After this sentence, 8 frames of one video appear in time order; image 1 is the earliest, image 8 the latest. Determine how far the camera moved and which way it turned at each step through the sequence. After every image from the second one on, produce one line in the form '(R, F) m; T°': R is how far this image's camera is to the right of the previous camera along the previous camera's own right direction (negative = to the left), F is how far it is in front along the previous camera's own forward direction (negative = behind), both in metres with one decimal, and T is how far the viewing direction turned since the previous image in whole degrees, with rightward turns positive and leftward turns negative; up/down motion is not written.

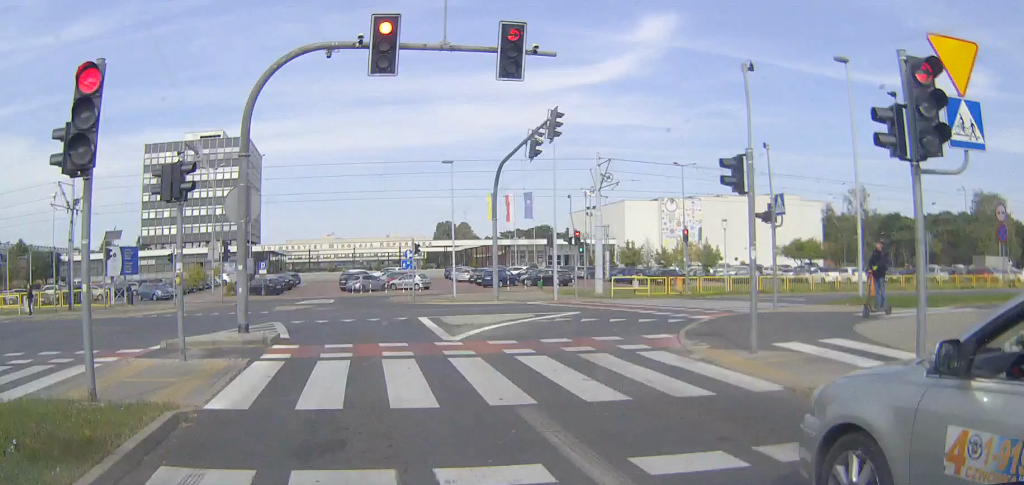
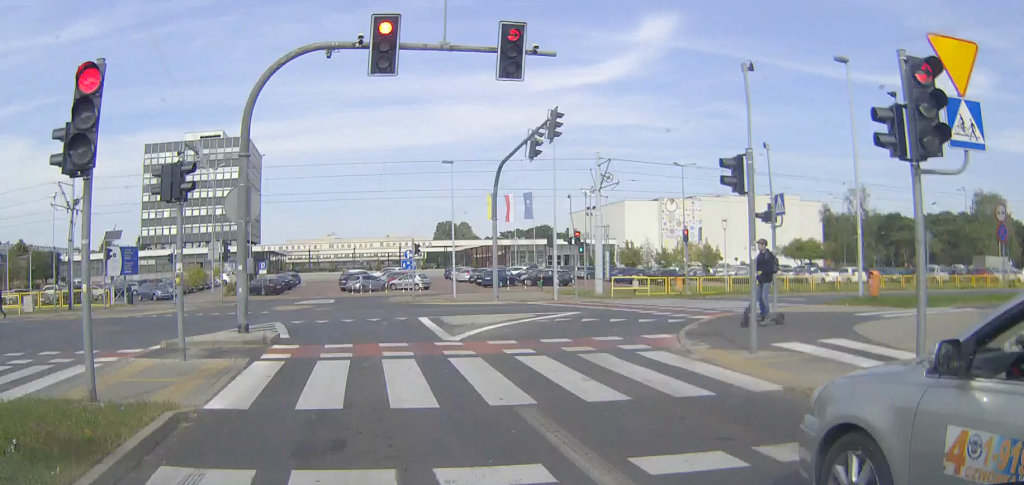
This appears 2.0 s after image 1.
(0.0, 0.0) m; 0°
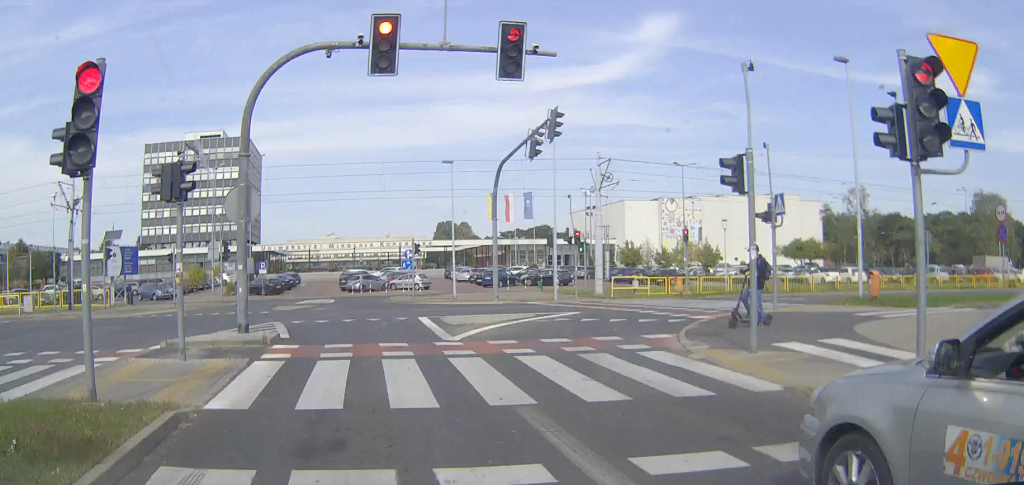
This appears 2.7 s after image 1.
(0.0, 0.0) m; 0°
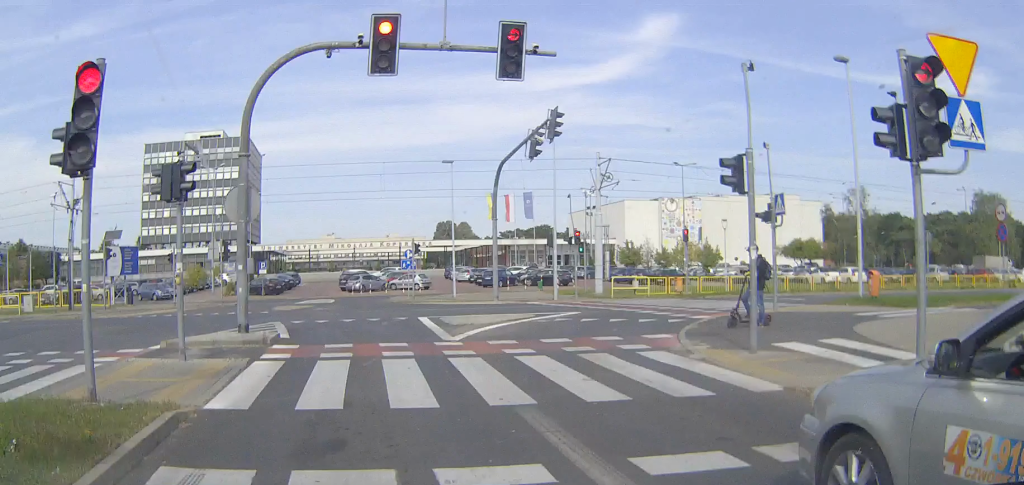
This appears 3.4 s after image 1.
(0.0, 0.0) m; 0°
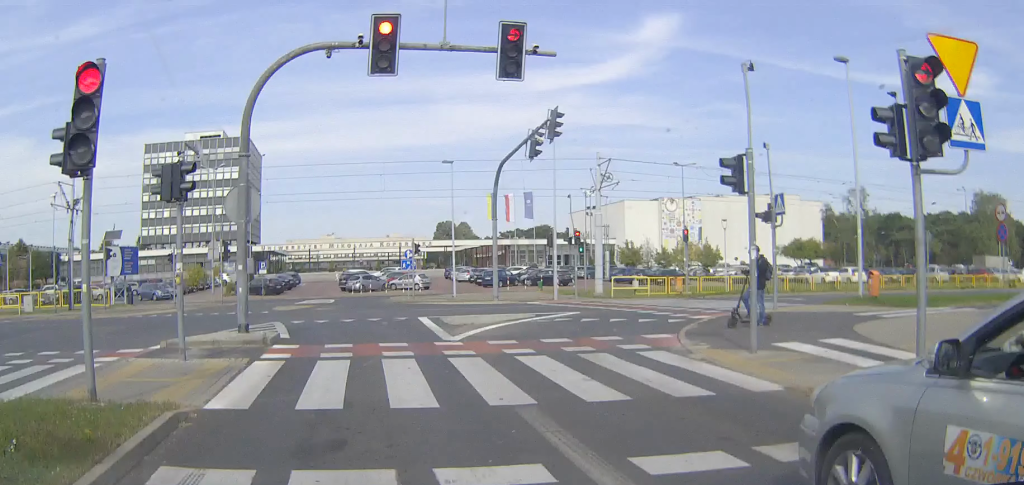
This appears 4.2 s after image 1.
(0.0, 0.0) m; 0°
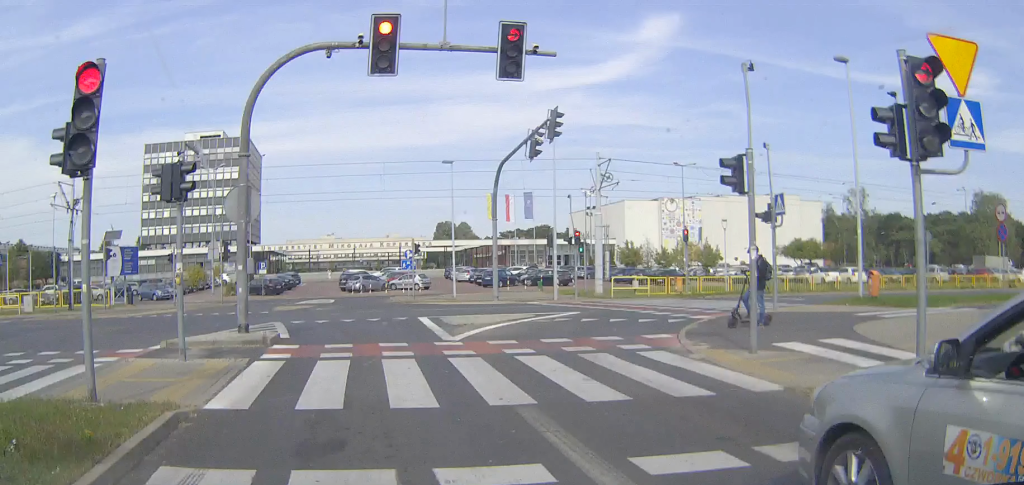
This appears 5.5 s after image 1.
(0.0, 0.0) m; 0°
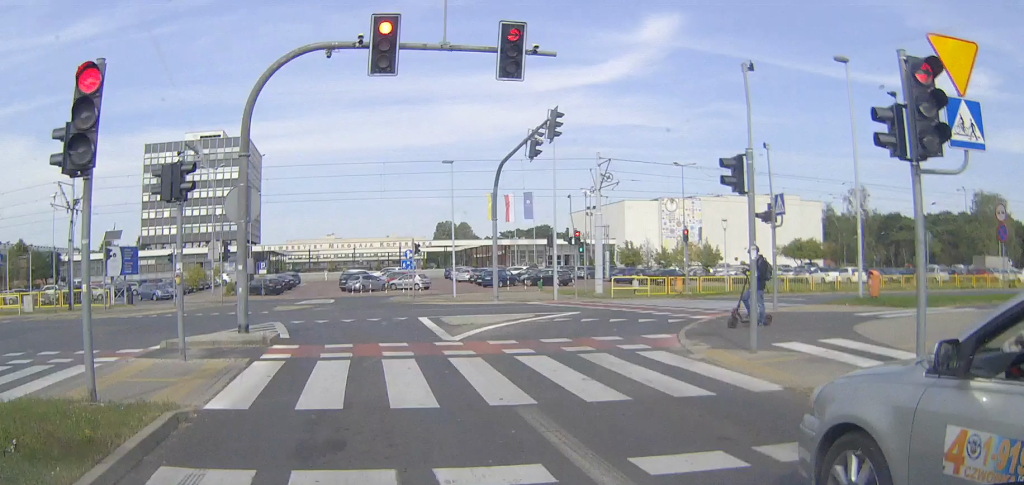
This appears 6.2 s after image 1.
(0.0, 0.0) m; 0°
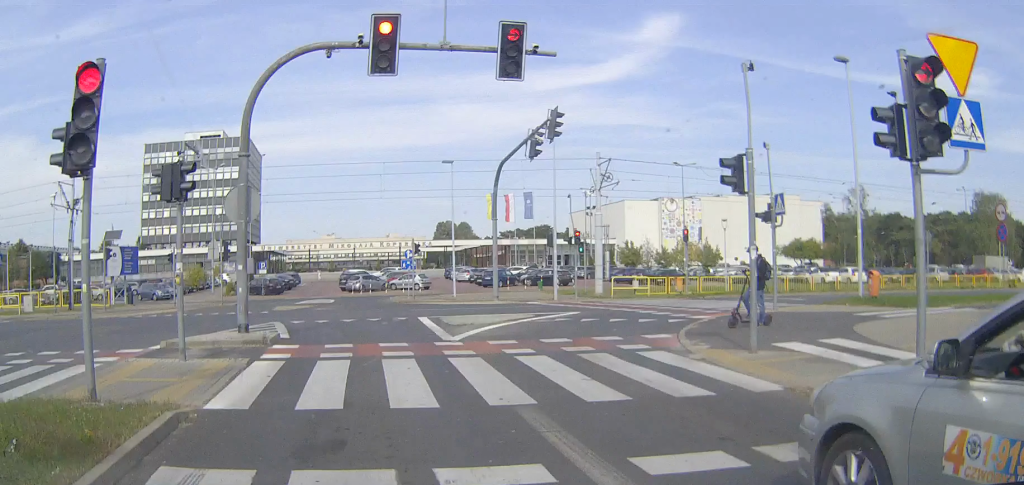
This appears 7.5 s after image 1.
(0.0, 0.0) m; 0°
